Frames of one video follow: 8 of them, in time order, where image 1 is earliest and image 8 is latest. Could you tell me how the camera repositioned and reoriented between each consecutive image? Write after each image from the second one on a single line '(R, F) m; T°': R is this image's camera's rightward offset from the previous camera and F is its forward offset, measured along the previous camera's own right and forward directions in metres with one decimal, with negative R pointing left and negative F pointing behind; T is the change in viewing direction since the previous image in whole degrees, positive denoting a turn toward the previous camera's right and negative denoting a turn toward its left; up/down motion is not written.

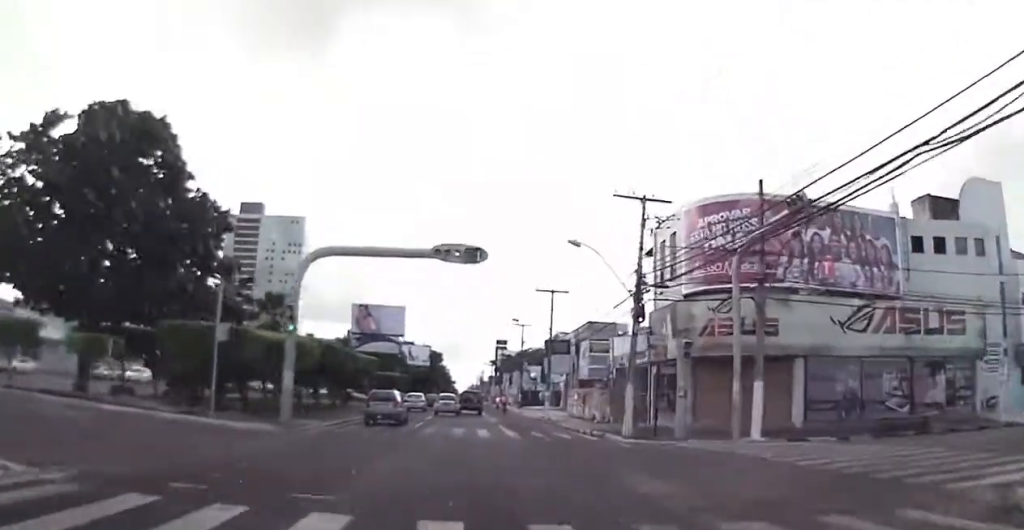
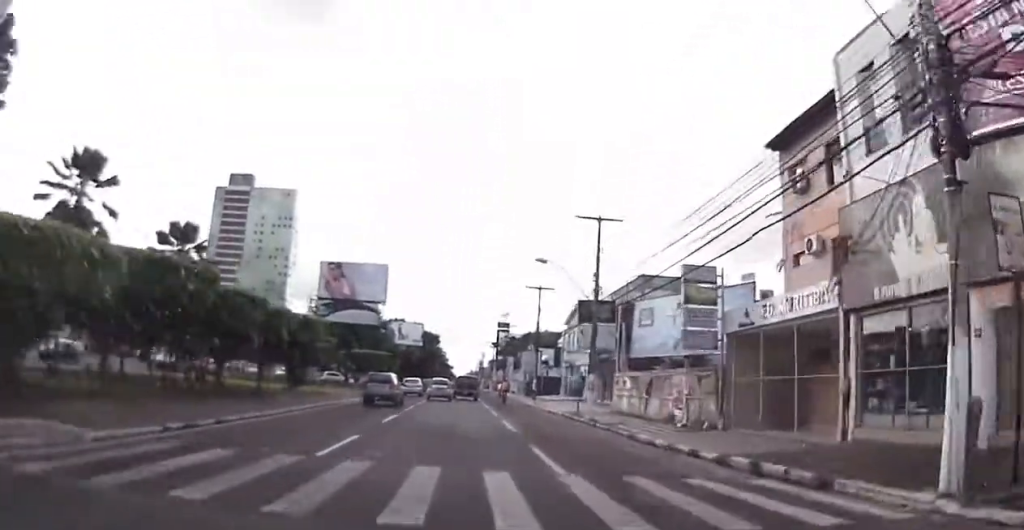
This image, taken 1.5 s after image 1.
(+0.3, +19.0) m; +2°
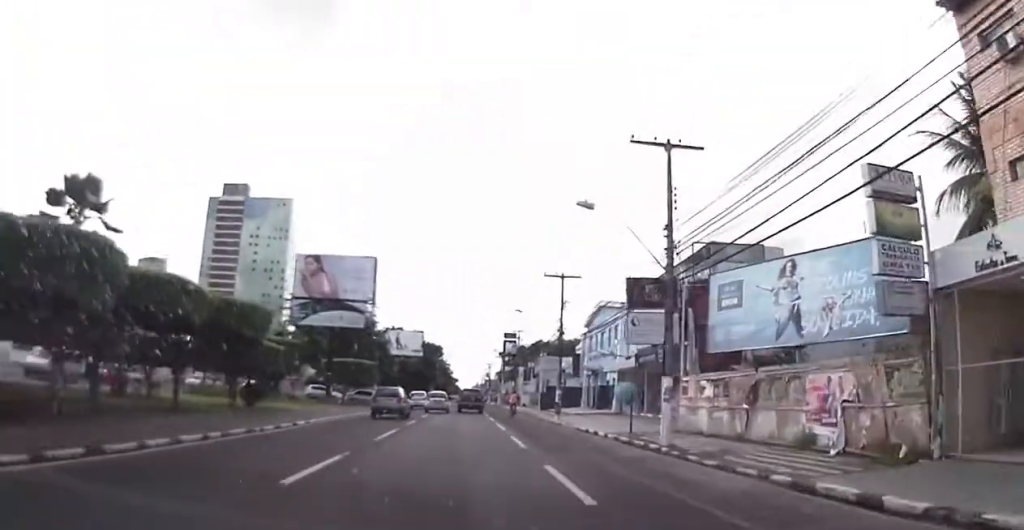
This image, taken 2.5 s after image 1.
(+0.2, +11.6) m; -1°
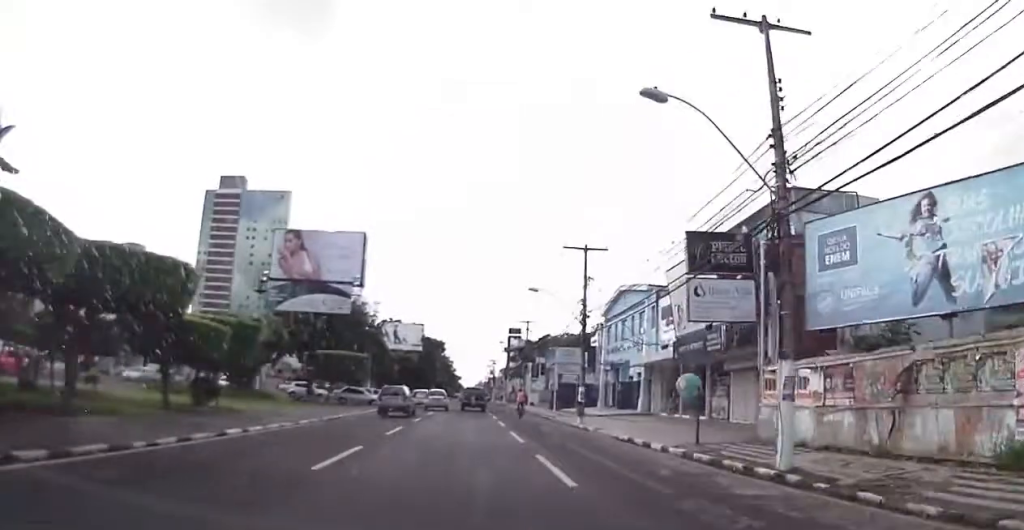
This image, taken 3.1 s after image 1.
(-0.2, +7.7) m; 0°
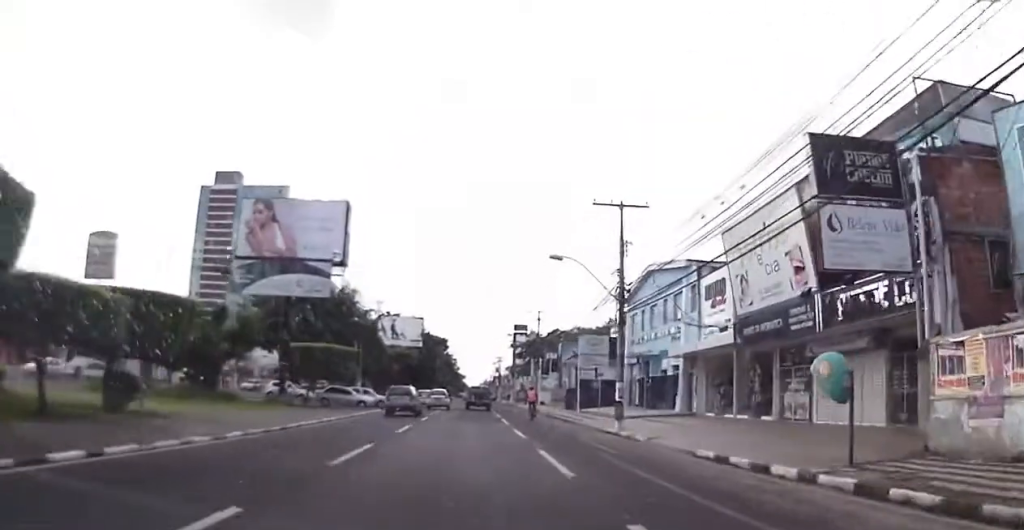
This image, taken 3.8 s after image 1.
(-0.2, +8.0) m; 0°
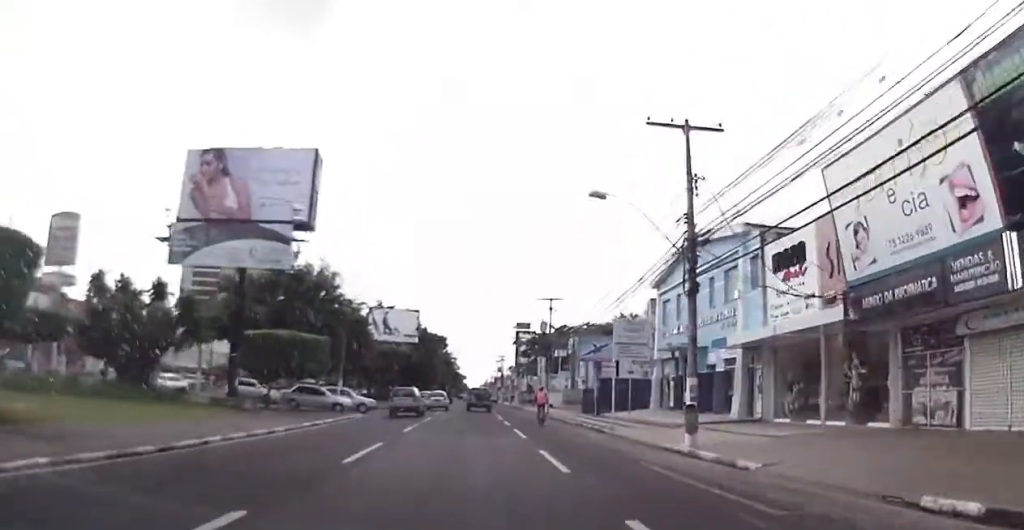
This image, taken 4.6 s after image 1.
(+0.4, +8.9) m; 0°
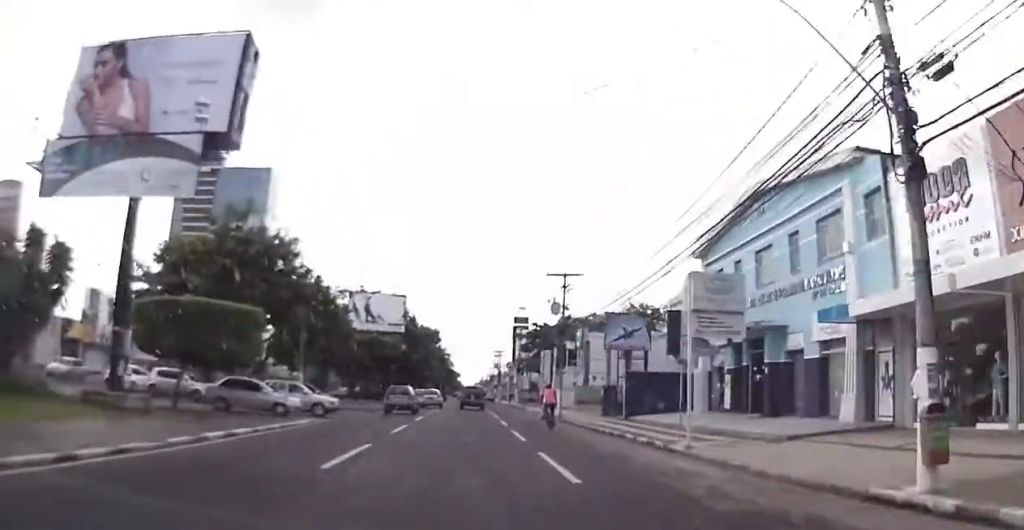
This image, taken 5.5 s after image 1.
(-0.4, +10.6) m; 0°
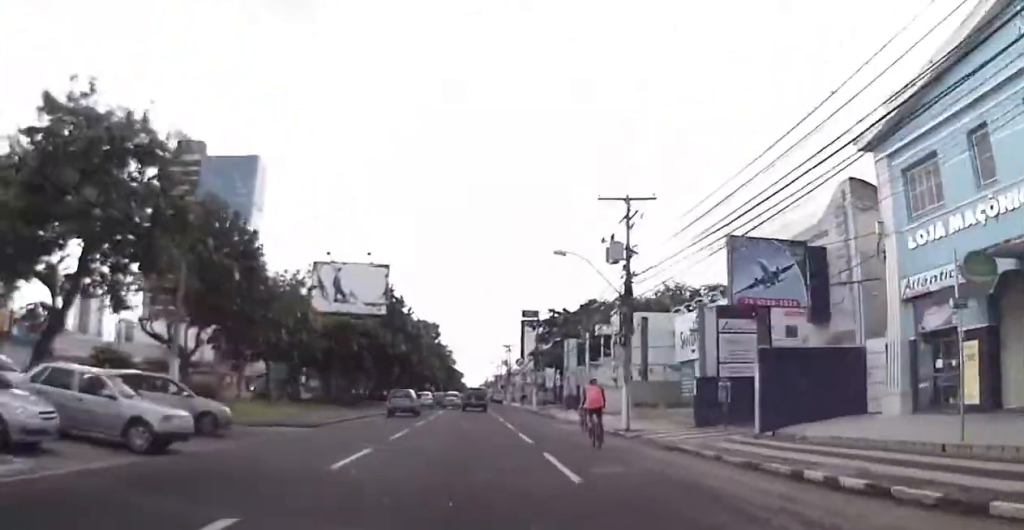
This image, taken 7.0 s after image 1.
(+0.3, +17.8) m; -1°
